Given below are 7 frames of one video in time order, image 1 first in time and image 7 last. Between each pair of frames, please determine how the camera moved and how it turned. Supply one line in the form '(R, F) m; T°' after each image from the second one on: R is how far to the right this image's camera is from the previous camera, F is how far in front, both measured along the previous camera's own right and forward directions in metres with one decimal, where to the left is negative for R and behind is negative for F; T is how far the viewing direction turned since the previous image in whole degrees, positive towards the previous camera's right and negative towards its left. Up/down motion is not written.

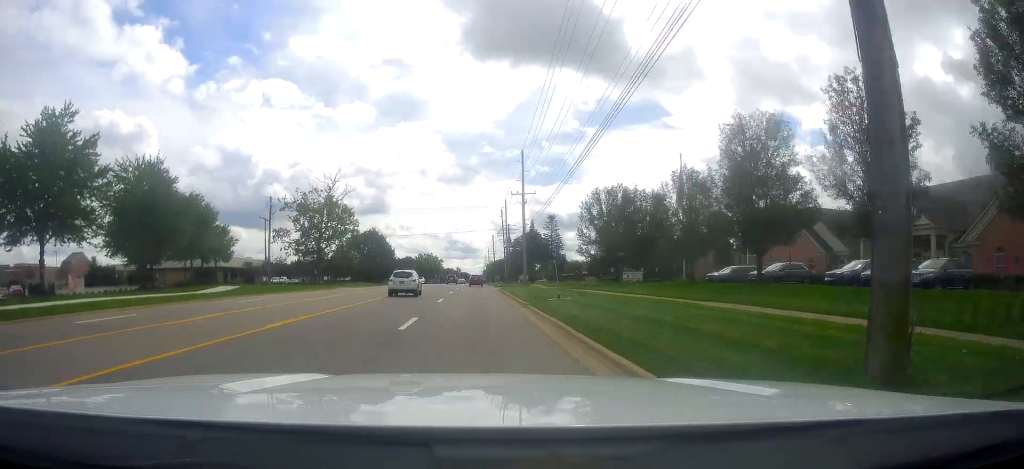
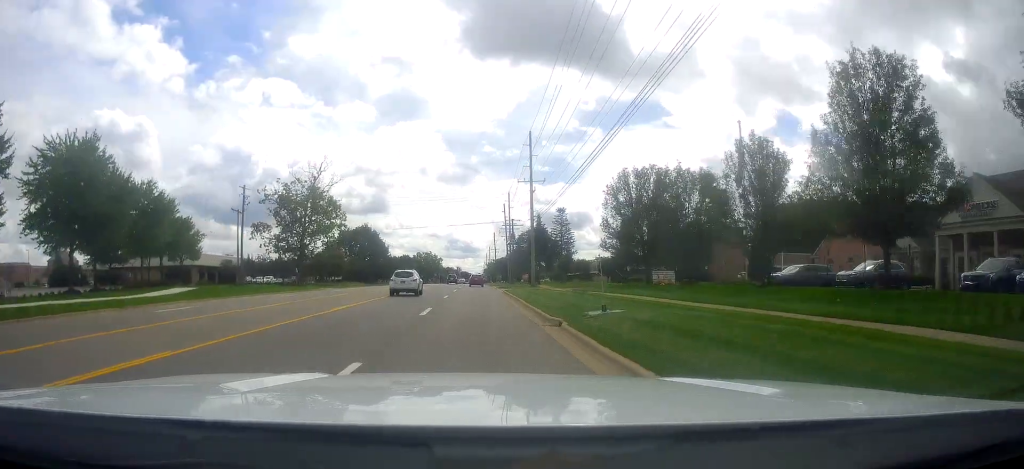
(0.0, +10.0) m; -1°
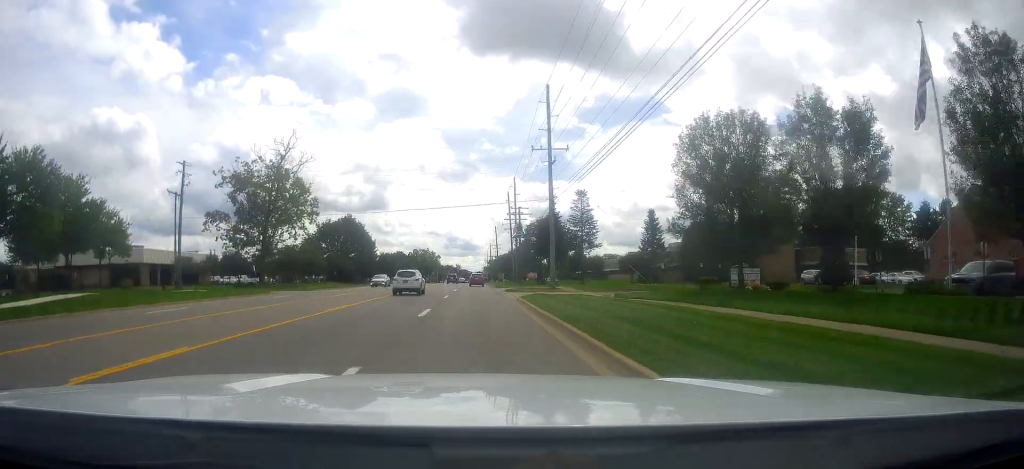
(-0.3, +15.9) m; +1°
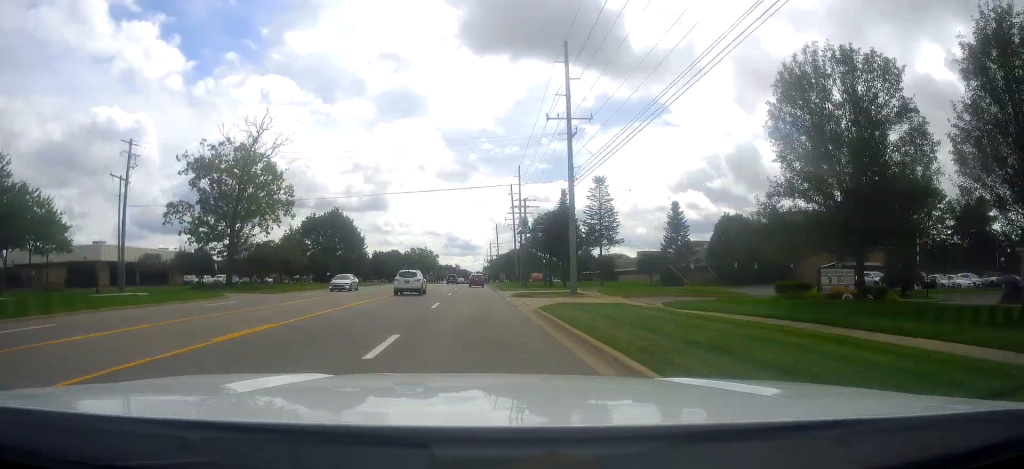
(0.0, +9.9) m; +1°
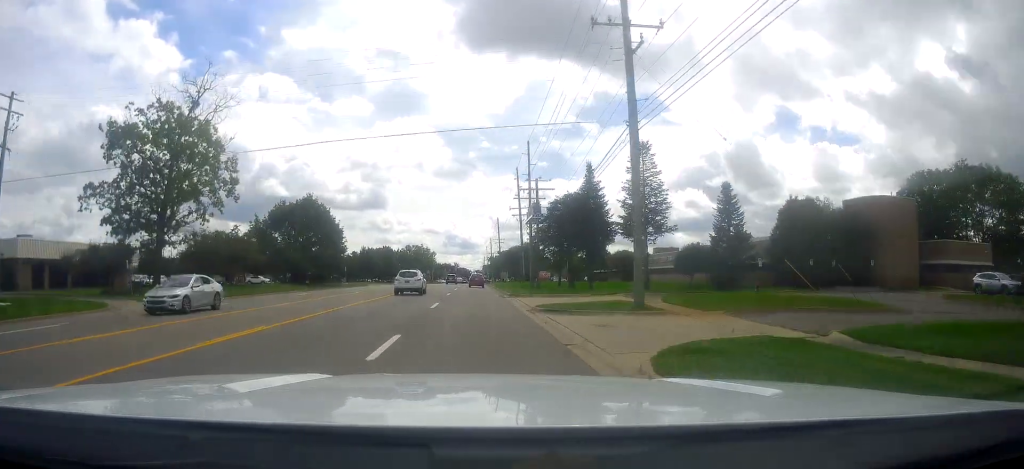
(+0.5, +15.2) m; +1°
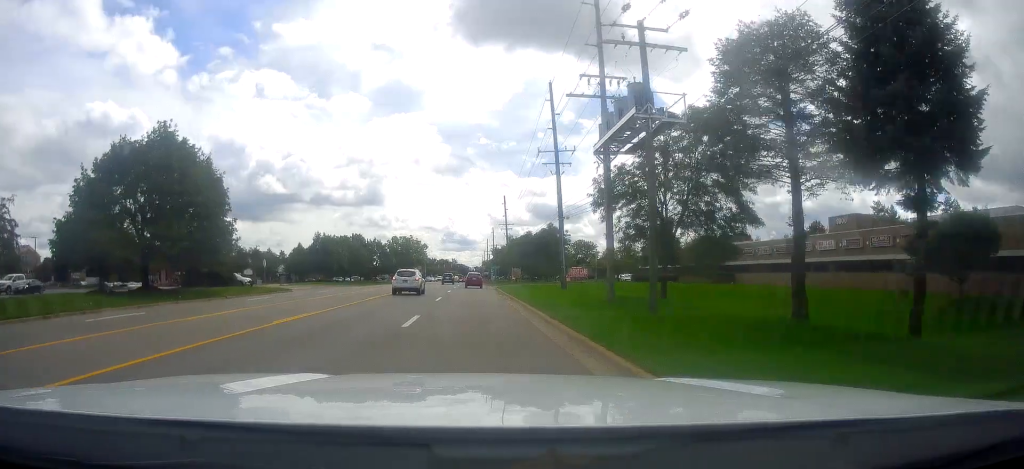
(-1.6, +39.3) m; -1°
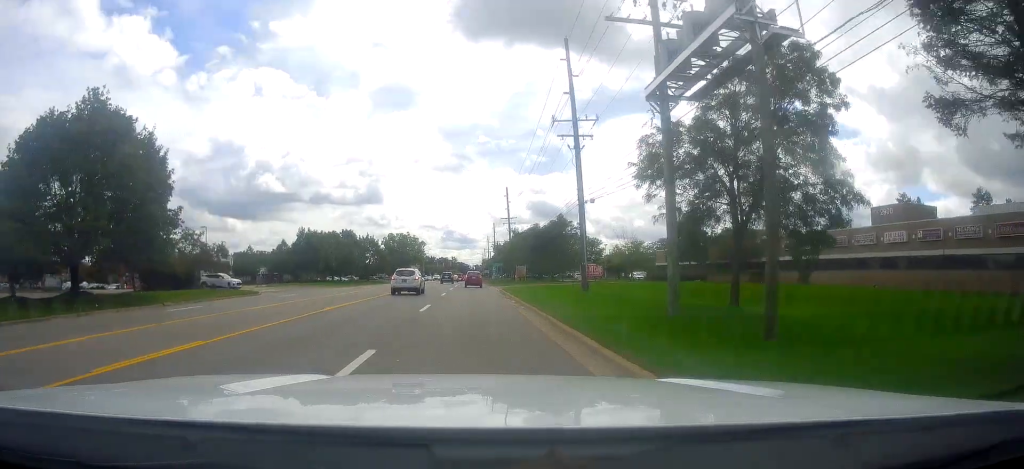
(+0.4, +9.0) m; 0°
